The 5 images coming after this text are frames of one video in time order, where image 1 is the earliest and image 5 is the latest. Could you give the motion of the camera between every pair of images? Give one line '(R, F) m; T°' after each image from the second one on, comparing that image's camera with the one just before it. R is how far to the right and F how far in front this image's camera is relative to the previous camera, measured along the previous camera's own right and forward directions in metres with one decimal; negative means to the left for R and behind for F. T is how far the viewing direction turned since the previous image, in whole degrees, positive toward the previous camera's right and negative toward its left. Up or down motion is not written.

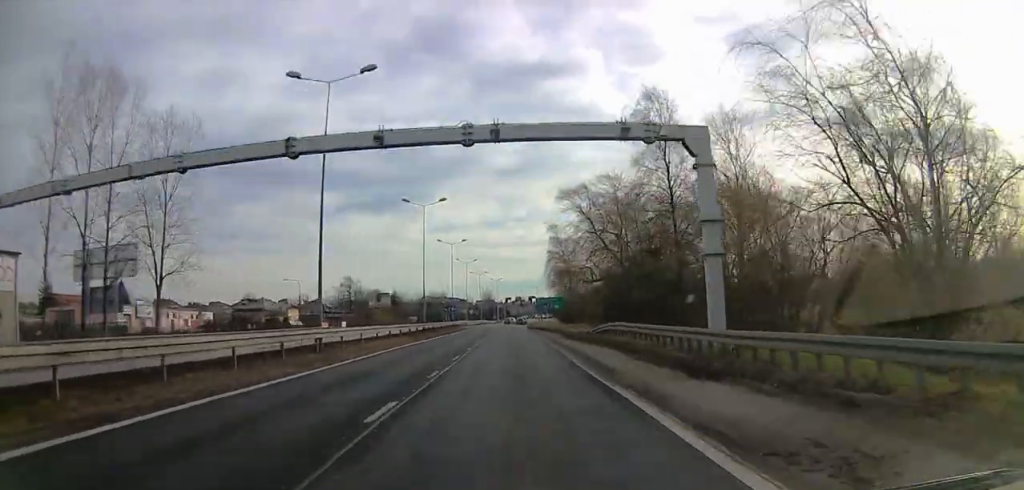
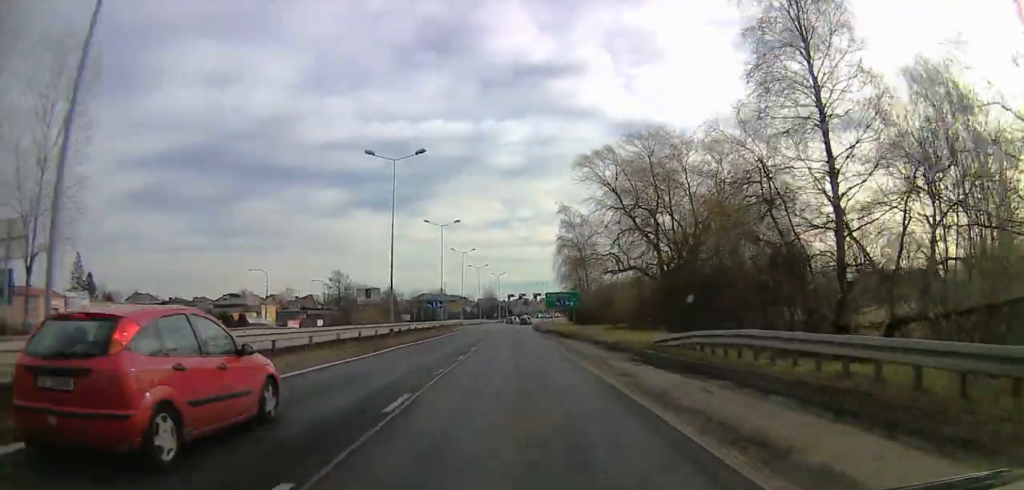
(+0.2, +17.3) m; +1°
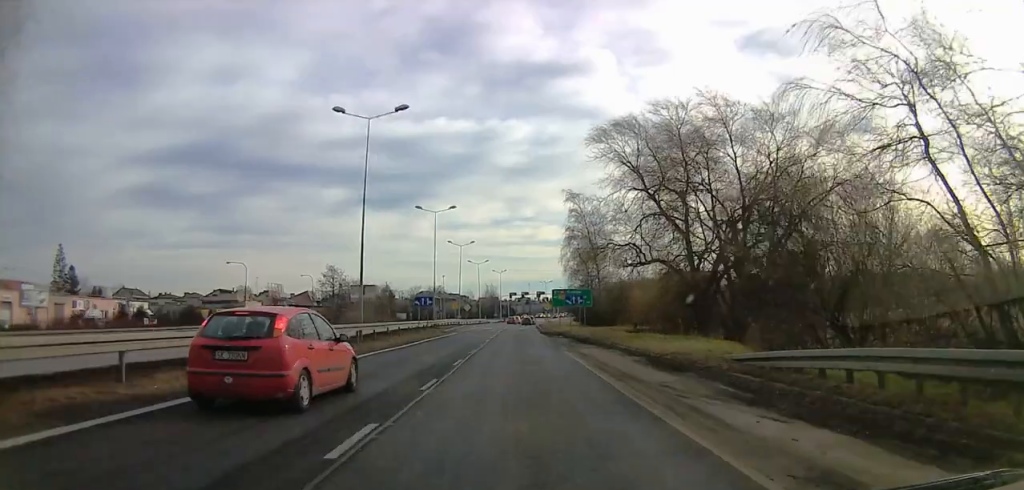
(+0.1, +9.2) m; +2°
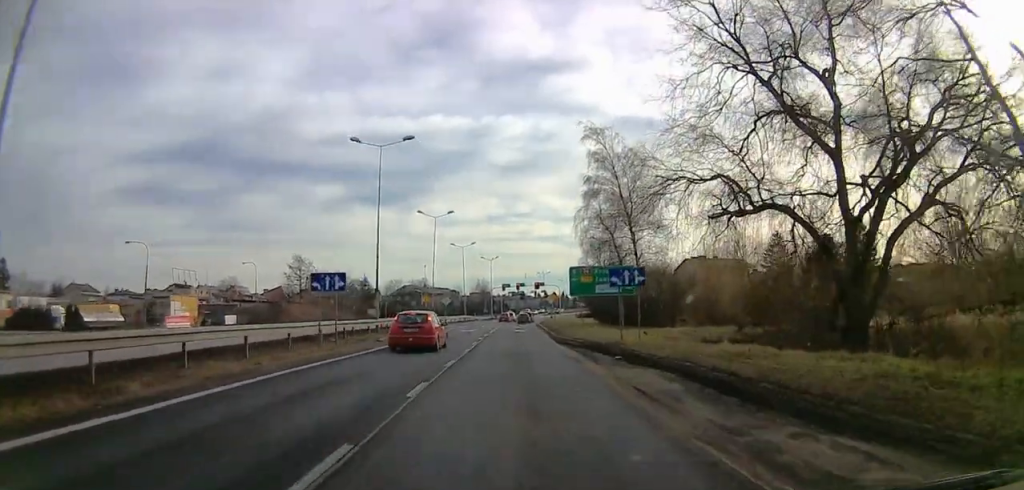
(-0.9, +27.8) m; -2°
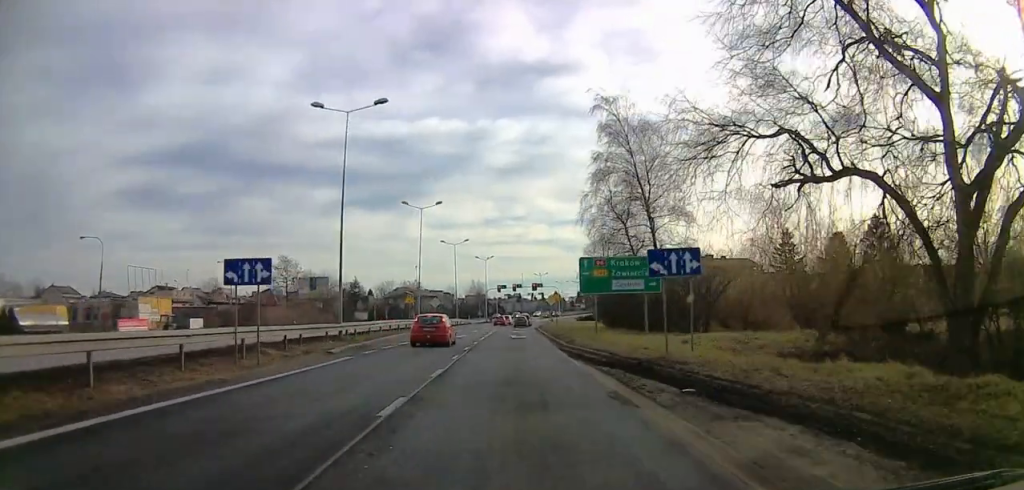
(+1.0, +9.1) m; +1°
